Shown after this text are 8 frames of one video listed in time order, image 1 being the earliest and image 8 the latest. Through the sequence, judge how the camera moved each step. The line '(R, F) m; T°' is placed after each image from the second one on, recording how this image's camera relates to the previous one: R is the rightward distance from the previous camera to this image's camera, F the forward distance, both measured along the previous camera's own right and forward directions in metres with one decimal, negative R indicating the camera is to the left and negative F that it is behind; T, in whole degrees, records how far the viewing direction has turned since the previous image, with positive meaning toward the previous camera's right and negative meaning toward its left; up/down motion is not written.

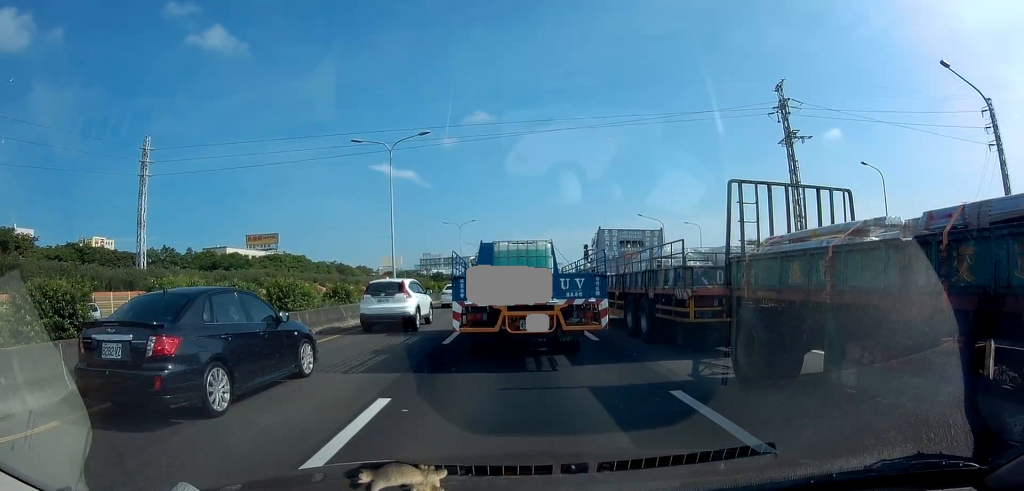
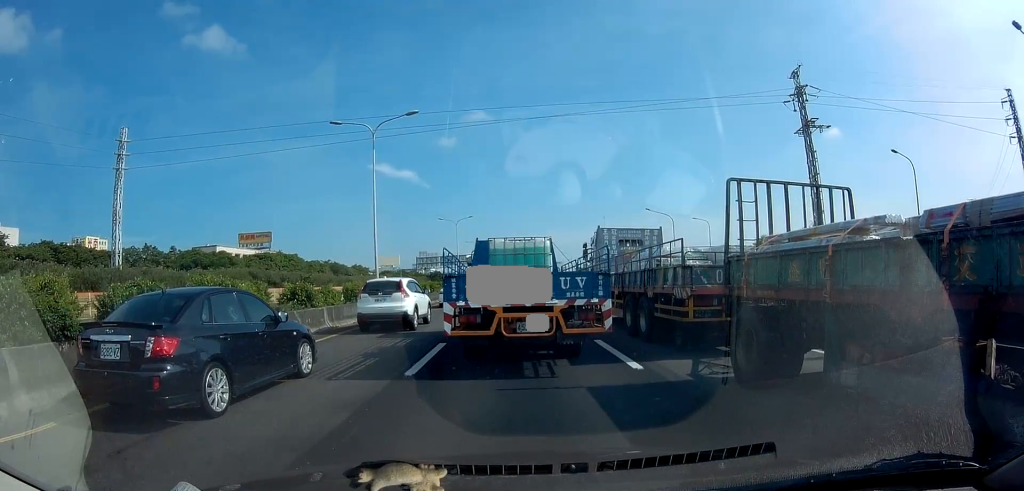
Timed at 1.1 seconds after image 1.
(0.0, +4.3) m; 0°
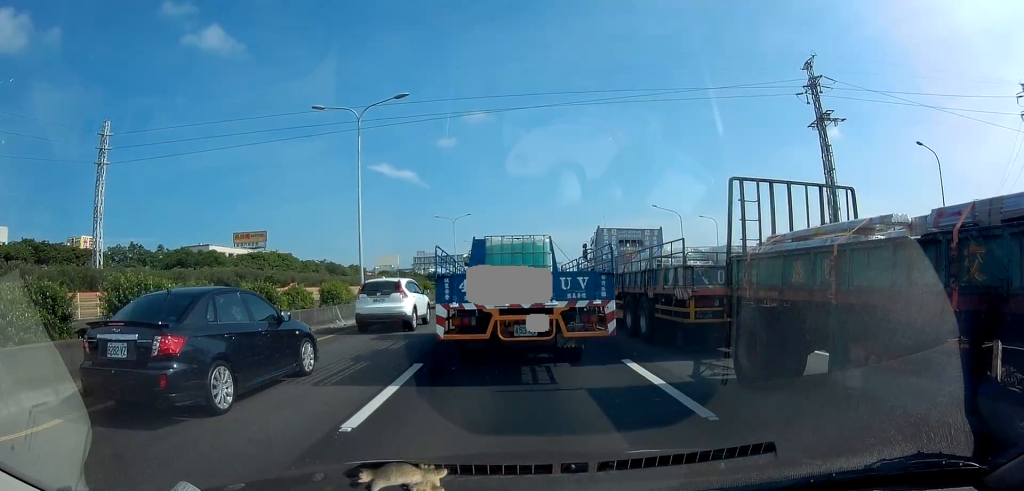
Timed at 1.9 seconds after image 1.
(0.0, +3.0) m; 0°
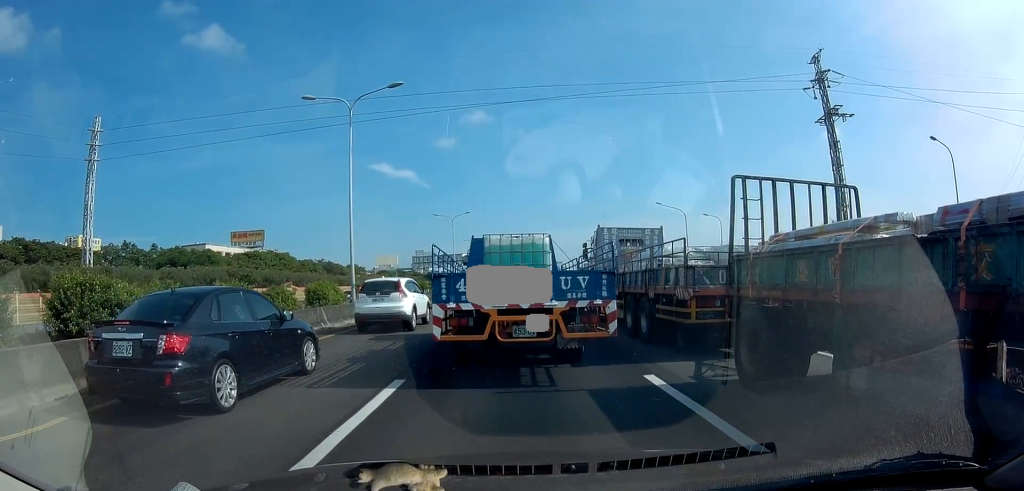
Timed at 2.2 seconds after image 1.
(0.0, +1.5) m; 0°
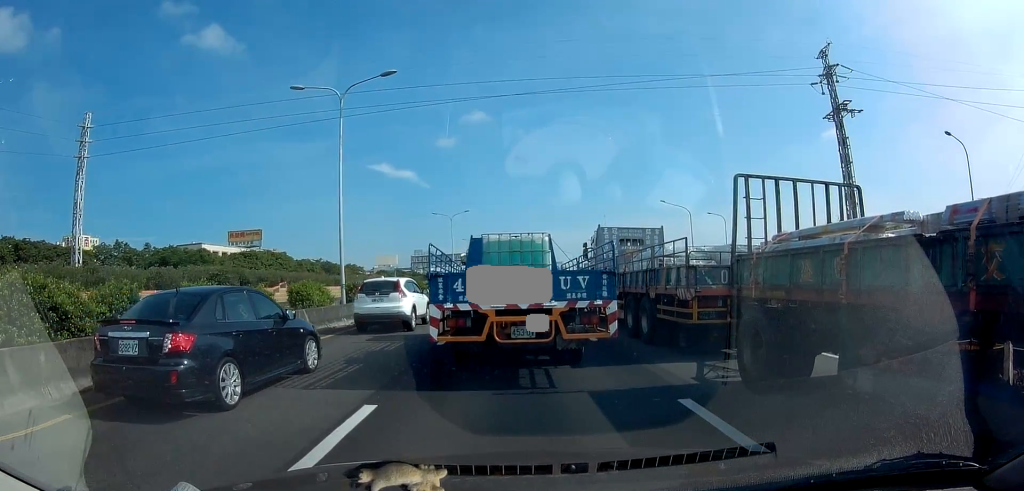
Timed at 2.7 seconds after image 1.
(0.0, +1.6) m; 0°
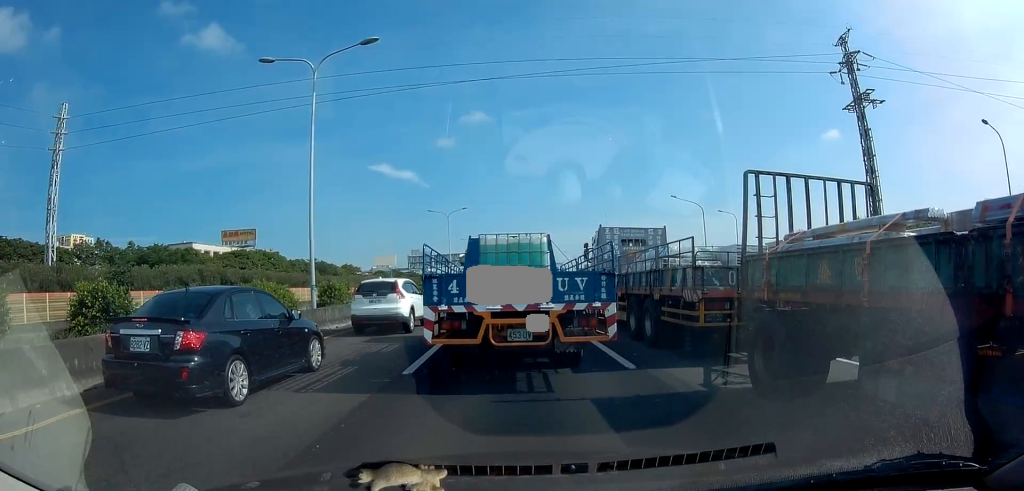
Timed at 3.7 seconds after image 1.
(0.0, +3.7) m; 0°
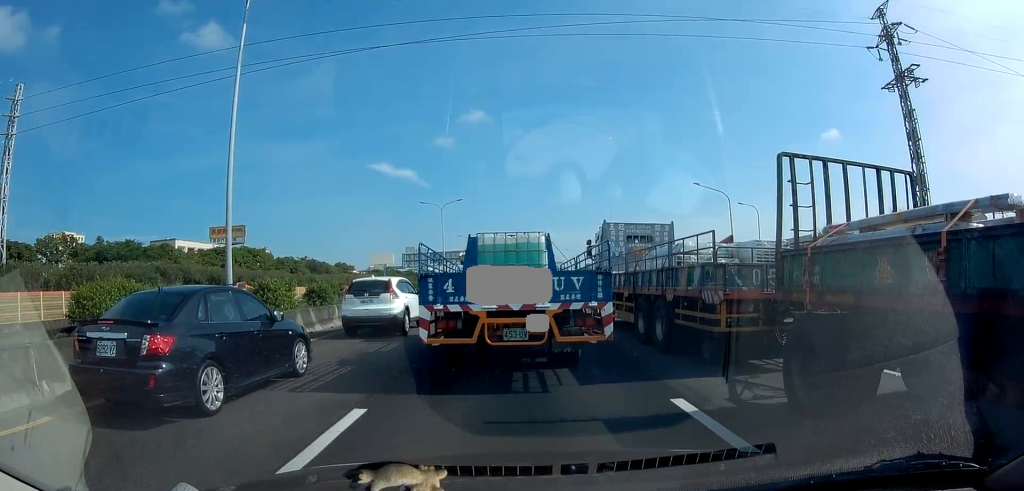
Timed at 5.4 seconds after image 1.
(0.0, +6.6) m; 0°
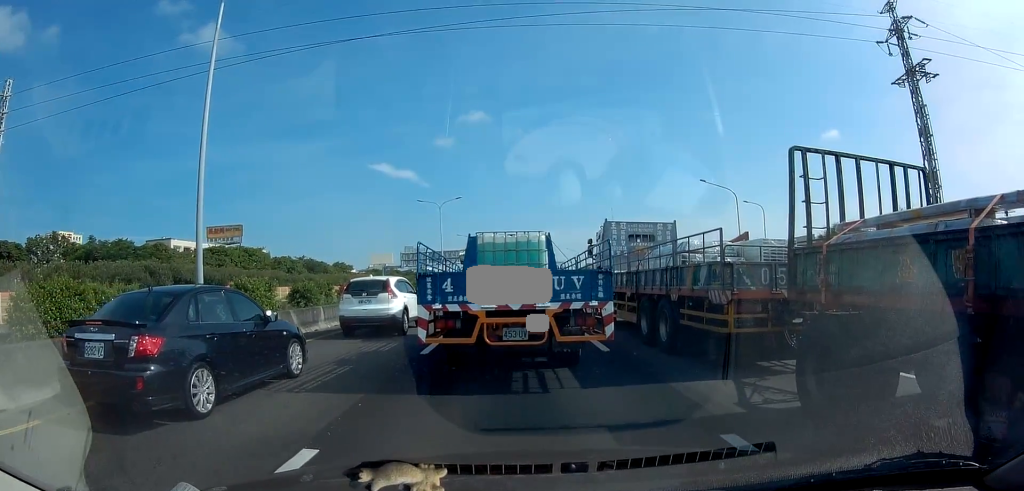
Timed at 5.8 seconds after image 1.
(0.0, +1.6) m; 0°
